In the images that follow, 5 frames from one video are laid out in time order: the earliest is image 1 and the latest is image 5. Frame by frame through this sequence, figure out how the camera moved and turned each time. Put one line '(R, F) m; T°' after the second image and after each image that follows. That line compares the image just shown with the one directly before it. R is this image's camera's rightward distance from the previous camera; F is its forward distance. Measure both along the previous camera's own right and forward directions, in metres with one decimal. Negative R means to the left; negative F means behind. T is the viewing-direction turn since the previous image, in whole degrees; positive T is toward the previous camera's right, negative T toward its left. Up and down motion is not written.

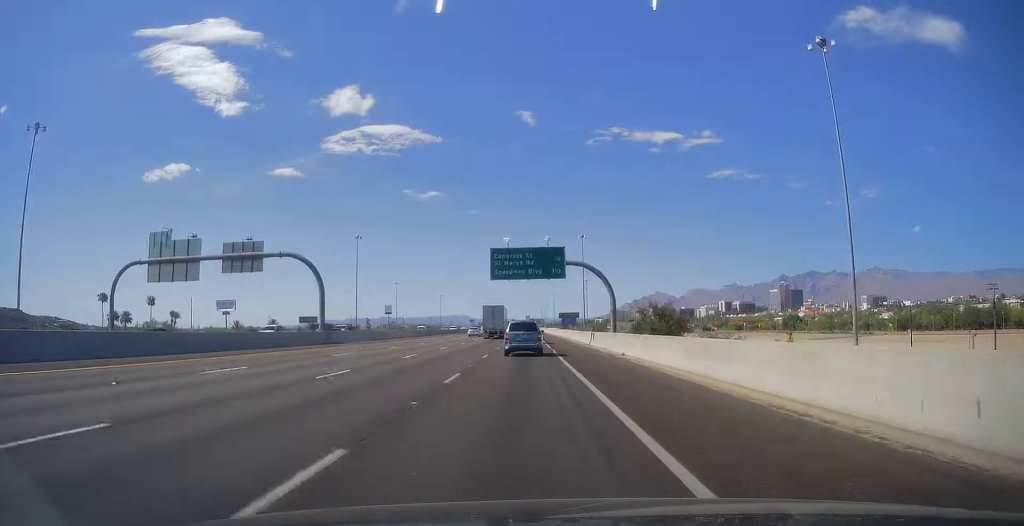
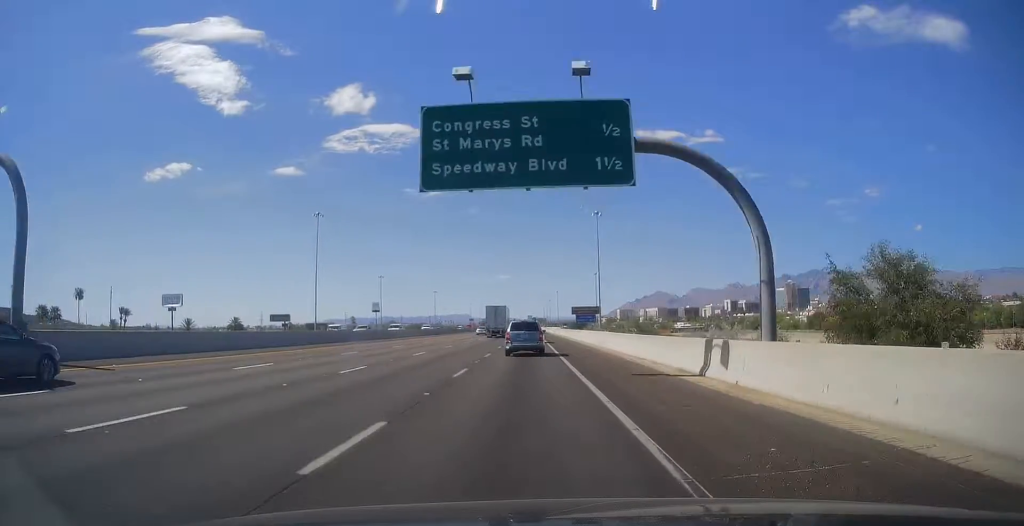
(0.0, +34.8) m; 0°
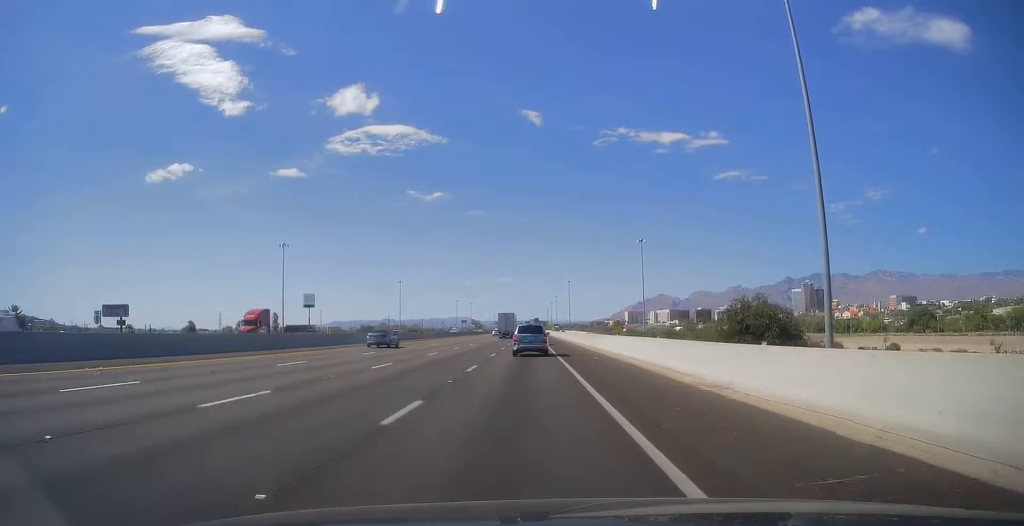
(0.0, +107.2) m; 0°
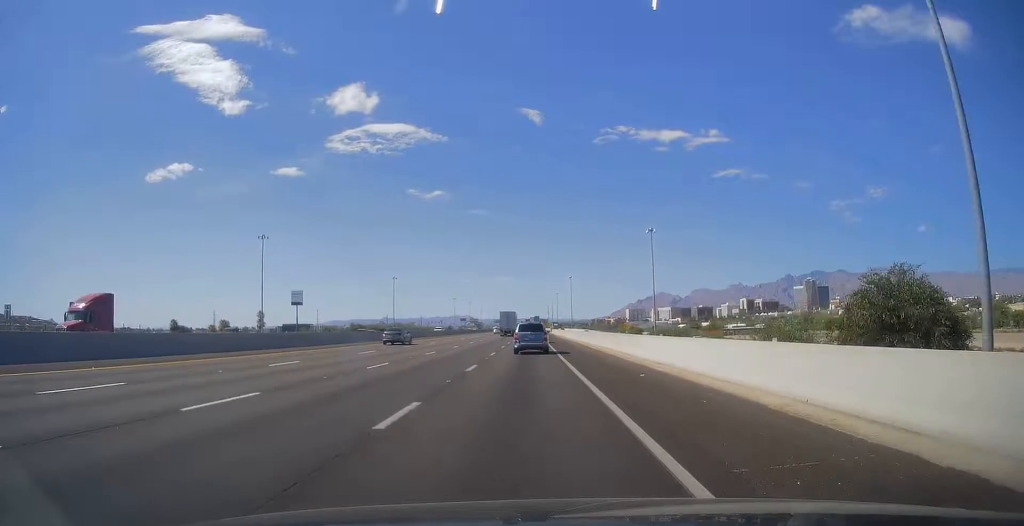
(0.0, +12.8) m; 0°
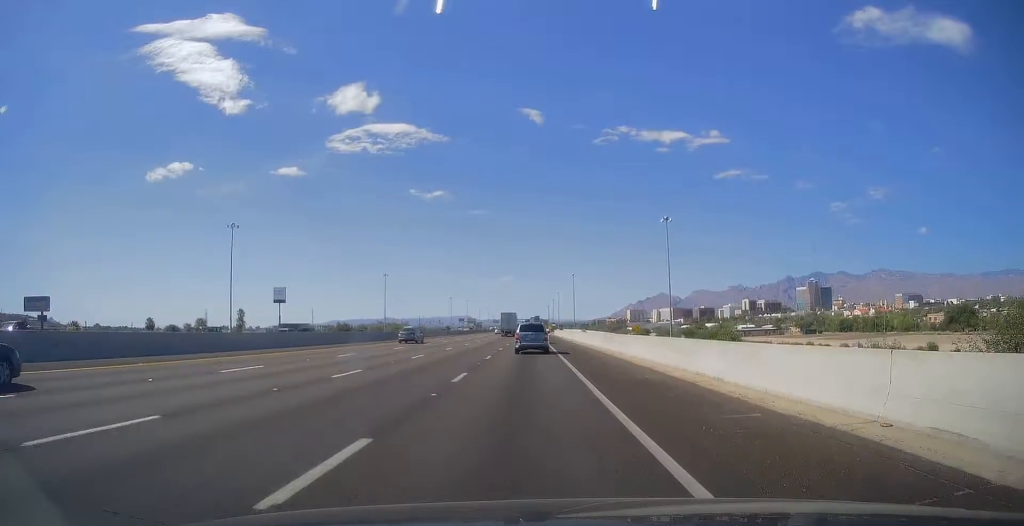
(+0.1, +15.9) m; -1°
